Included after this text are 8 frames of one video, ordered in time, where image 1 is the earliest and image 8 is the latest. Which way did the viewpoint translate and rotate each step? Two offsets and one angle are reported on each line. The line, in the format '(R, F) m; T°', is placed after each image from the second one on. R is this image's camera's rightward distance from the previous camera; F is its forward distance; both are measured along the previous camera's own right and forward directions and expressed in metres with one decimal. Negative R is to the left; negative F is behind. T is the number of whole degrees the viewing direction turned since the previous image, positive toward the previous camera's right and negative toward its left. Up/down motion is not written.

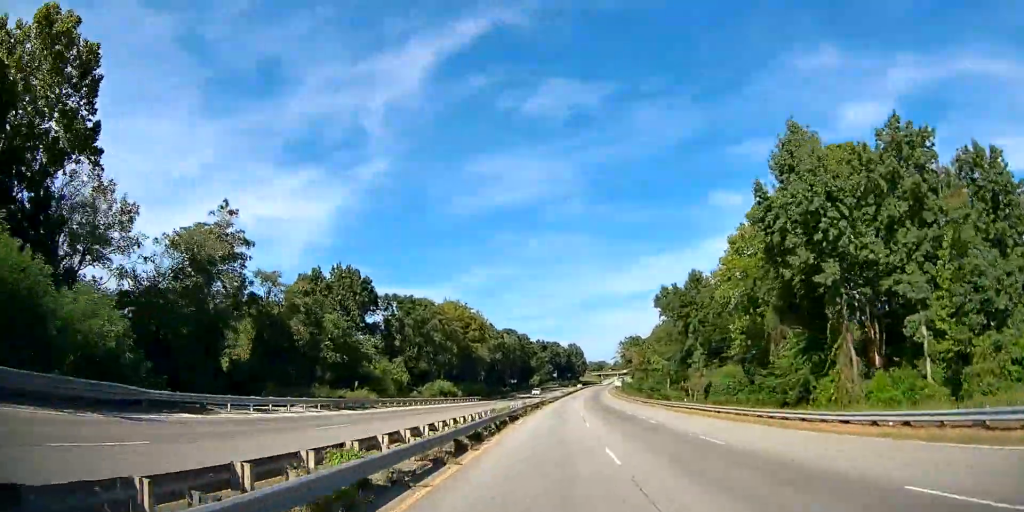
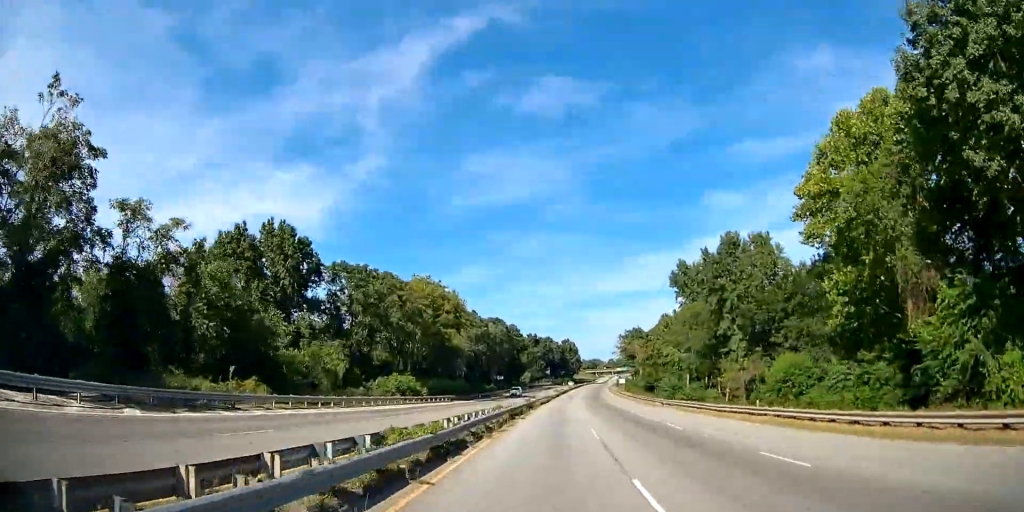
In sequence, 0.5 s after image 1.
(0.0, +18.3) m; 0°
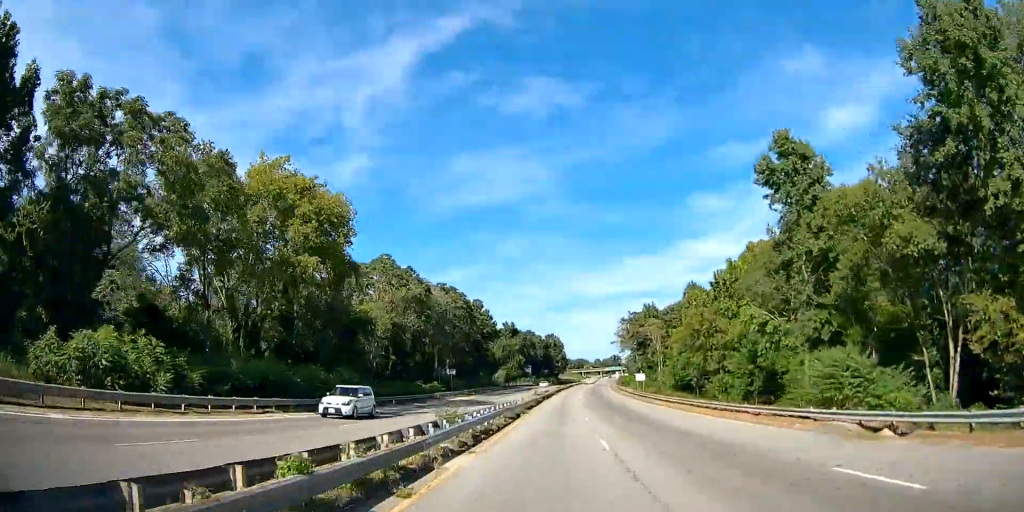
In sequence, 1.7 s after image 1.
(0.0, +41.1) m; 0°
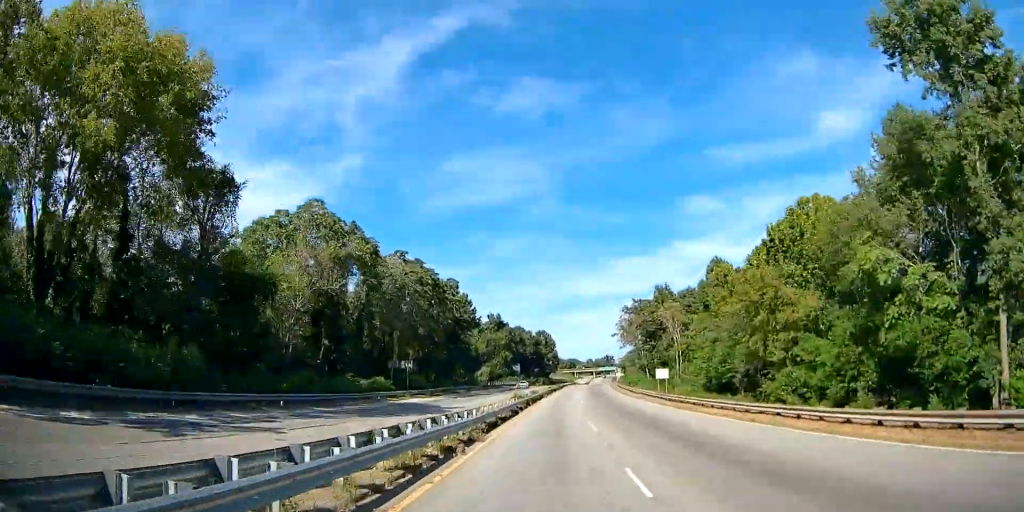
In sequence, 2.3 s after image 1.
(0.0, +19.4) m; 0°
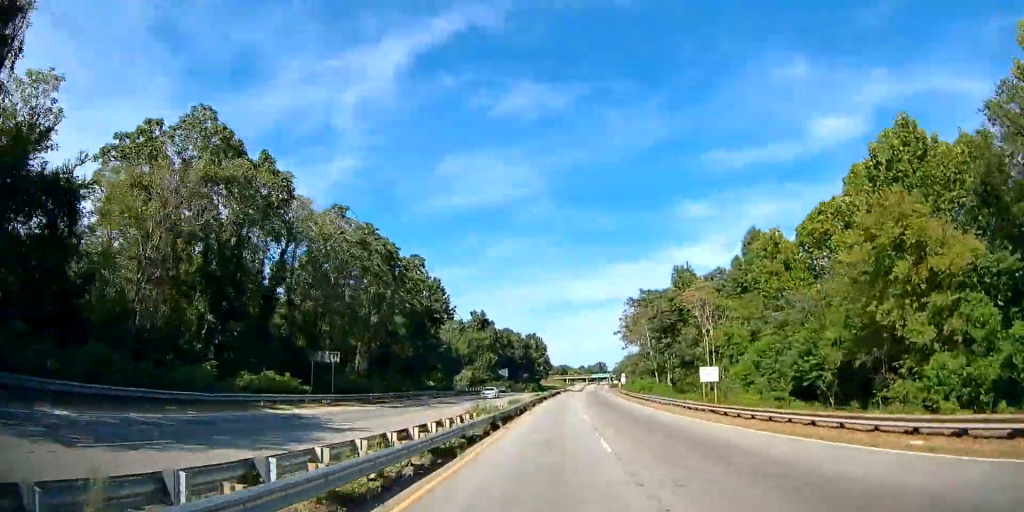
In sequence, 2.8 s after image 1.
(0.0, +18.3) m; +1°
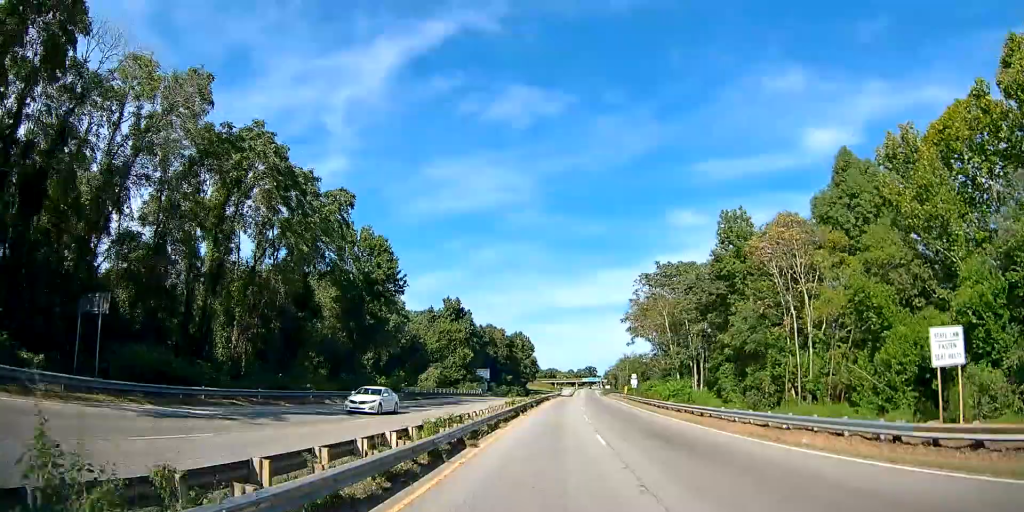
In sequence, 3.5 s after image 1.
(-0.3, +22.9) m; +3°
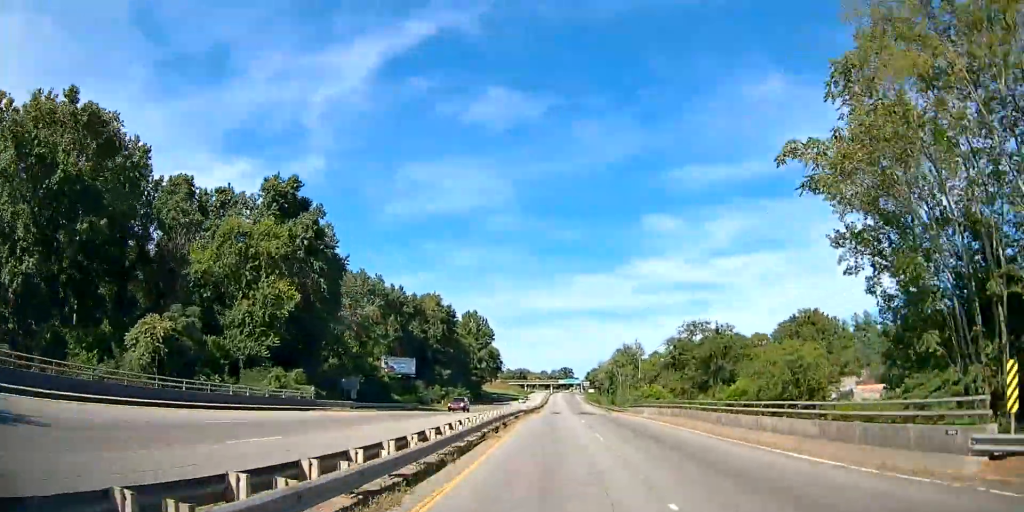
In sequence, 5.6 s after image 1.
(+5.3, +69.5) m; +7°
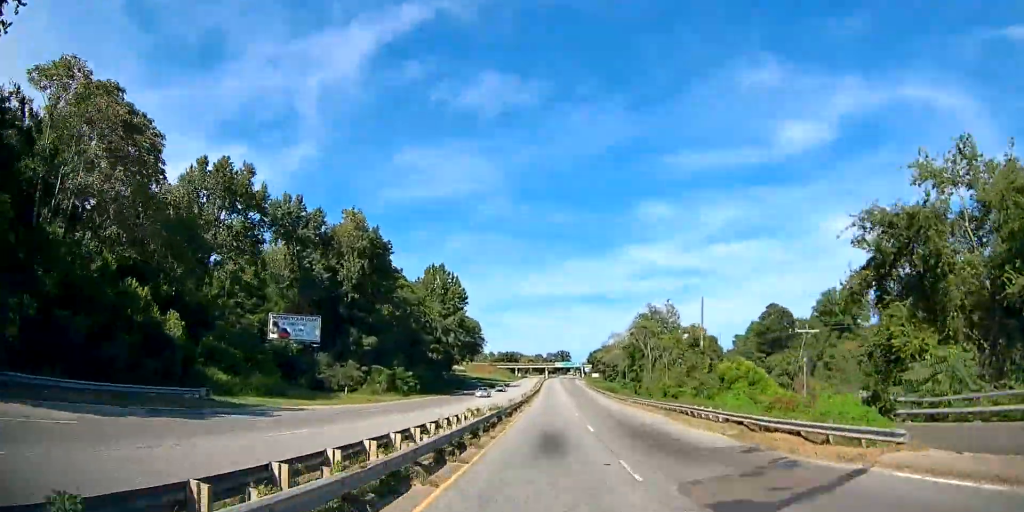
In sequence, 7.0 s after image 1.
(+1.1, +46.0) m; +2°
